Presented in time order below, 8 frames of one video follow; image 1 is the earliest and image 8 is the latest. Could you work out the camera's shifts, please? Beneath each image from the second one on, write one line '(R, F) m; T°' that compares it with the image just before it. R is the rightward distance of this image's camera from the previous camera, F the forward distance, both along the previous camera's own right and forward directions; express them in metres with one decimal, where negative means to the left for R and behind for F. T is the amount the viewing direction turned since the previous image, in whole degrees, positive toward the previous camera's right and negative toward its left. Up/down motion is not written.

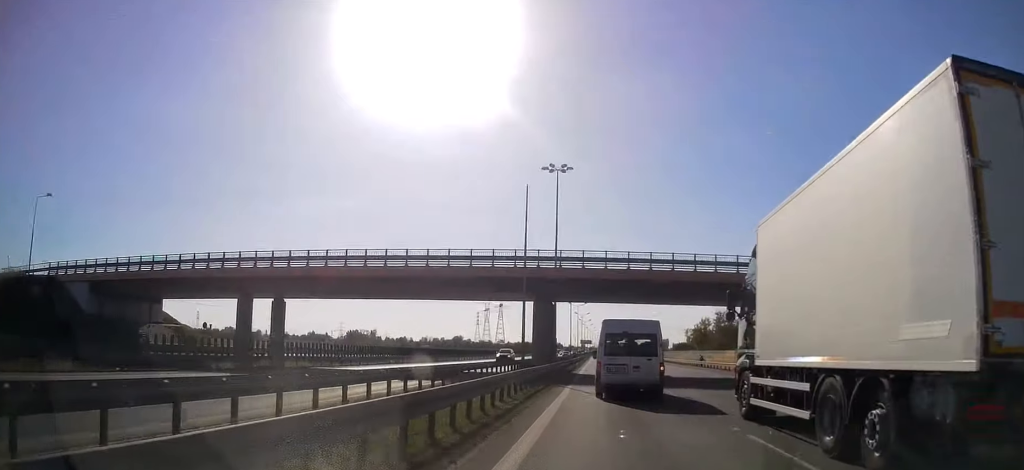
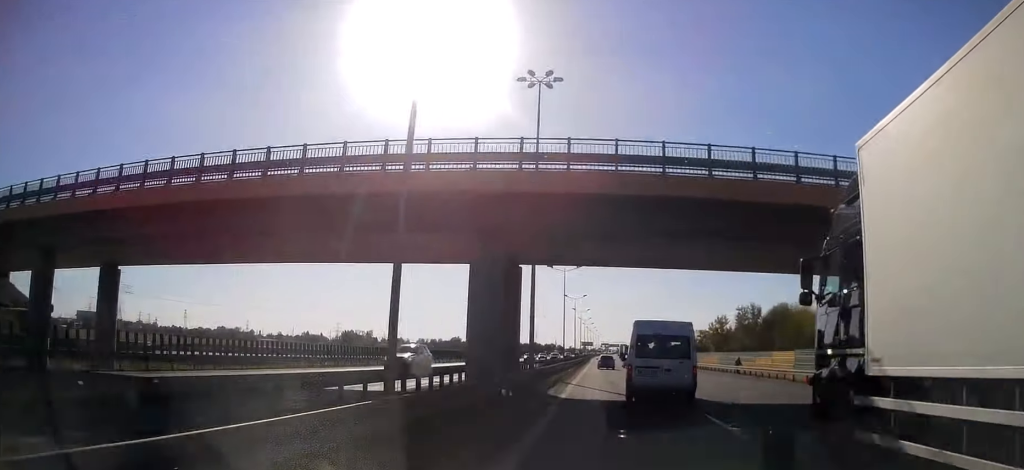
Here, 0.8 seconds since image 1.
(+0.2, +20.3) m; 0°
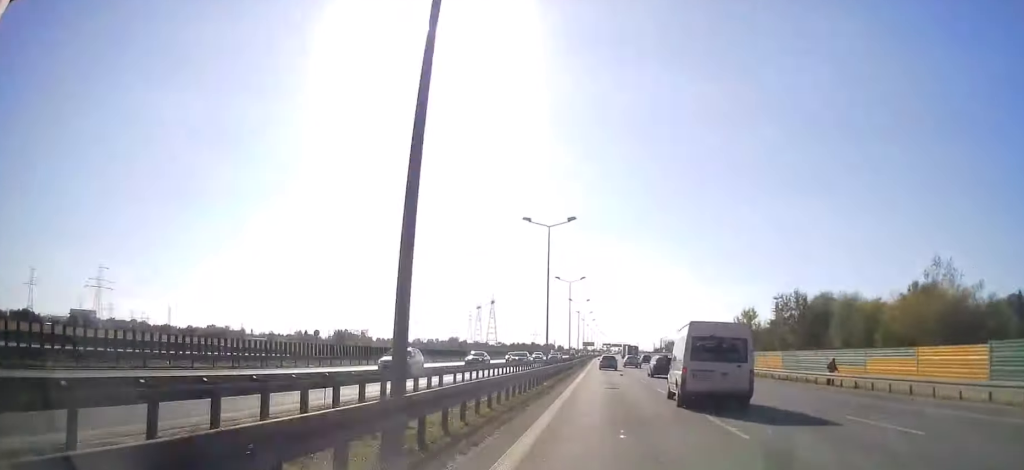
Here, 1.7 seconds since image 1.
(-0.2, +24.2) m; 0°
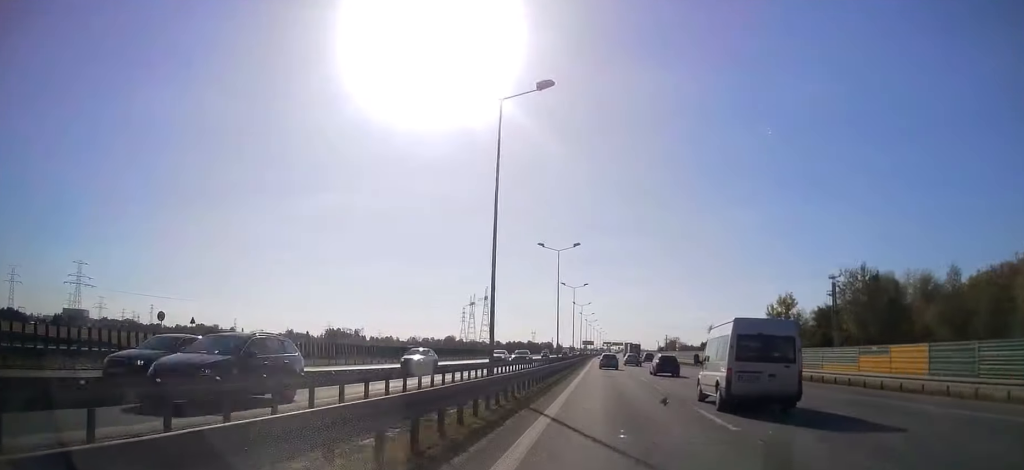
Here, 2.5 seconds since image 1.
(0.0, +23.1) m; 0°
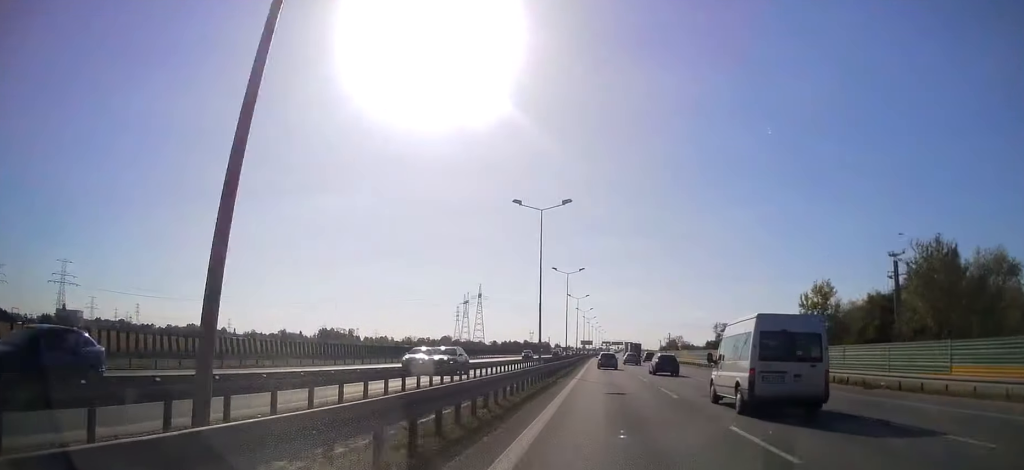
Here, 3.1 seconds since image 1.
(0.0, +16.0) m; 0°
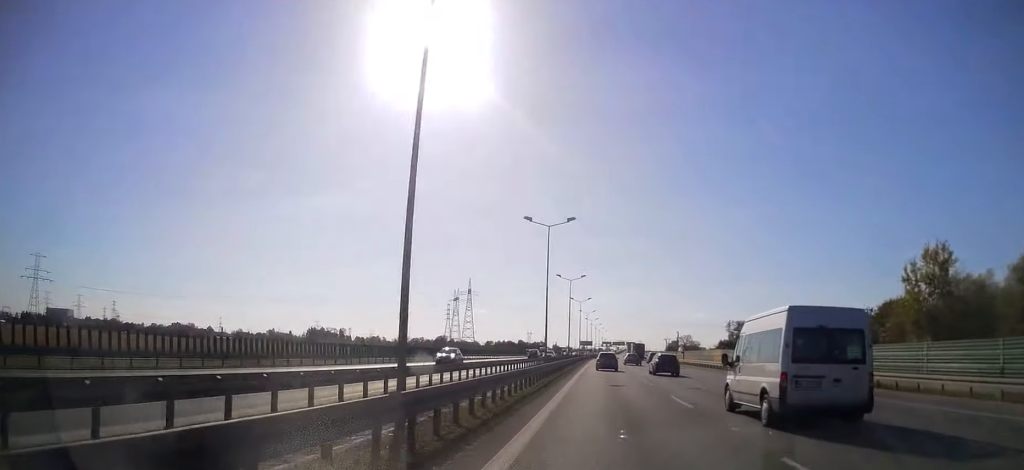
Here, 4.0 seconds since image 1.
(0.0, +27.7) m; 0°
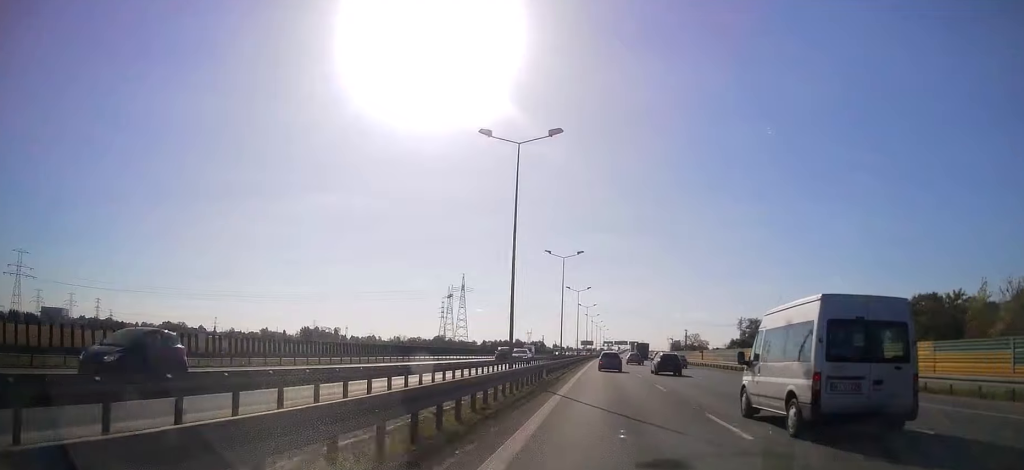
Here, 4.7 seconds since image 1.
(+0.1, +18.4) m; 0°
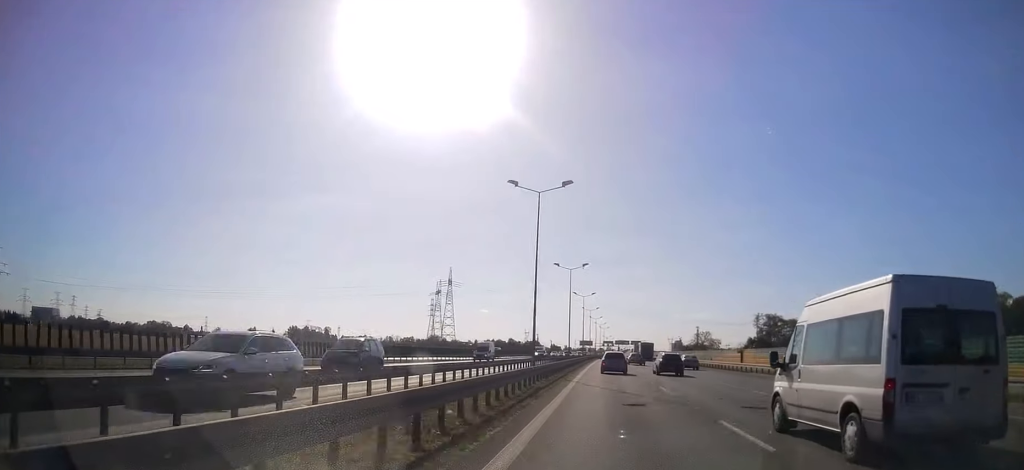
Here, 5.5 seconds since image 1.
(-0.2, +25.4) m; 0°
